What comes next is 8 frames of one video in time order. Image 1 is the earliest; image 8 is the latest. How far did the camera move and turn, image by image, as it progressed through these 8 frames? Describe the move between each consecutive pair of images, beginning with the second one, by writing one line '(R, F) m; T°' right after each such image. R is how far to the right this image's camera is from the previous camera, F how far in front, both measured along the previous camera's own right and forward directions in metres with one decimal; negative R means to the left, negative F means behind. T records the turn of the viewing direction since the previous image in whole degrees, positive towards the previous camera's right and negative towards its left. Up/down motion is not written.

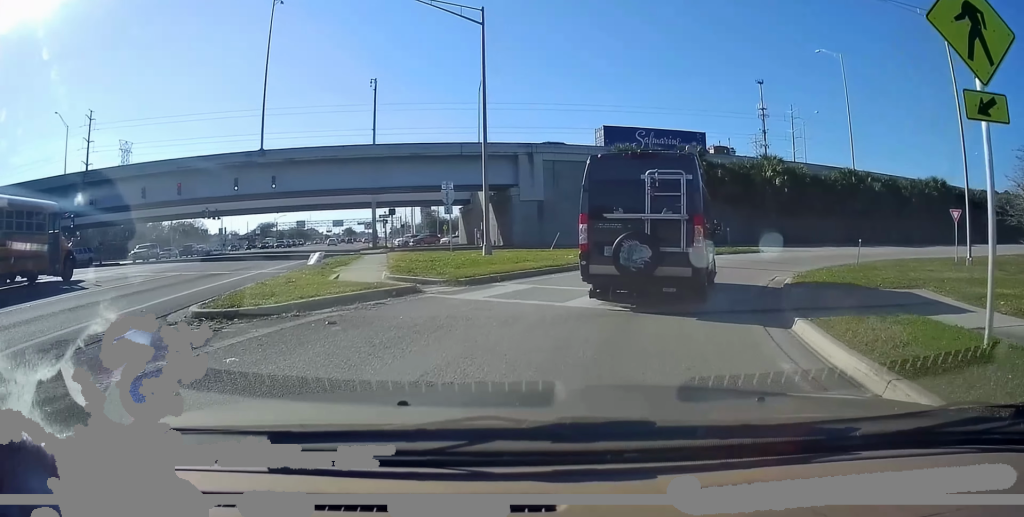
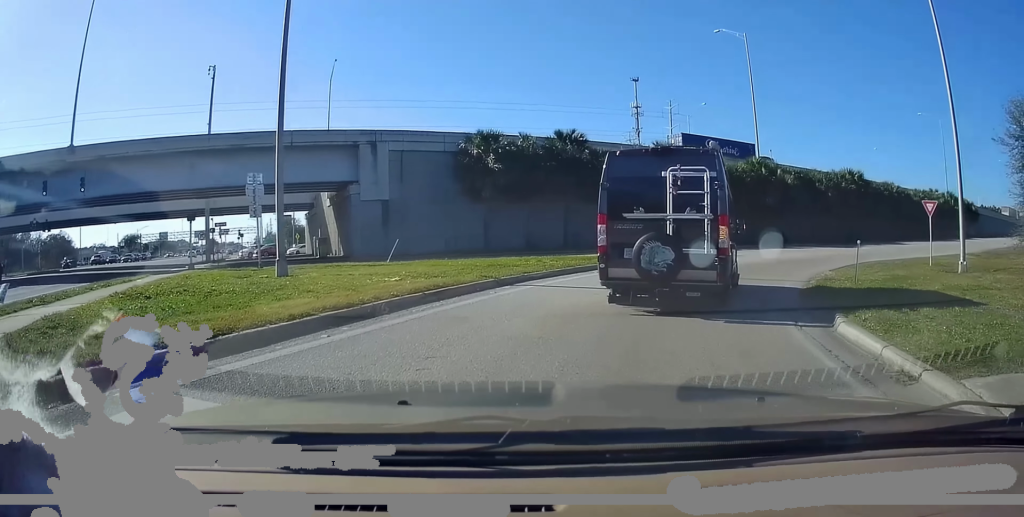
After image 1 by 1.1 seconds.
(+1.0, +9.3) m; +14°
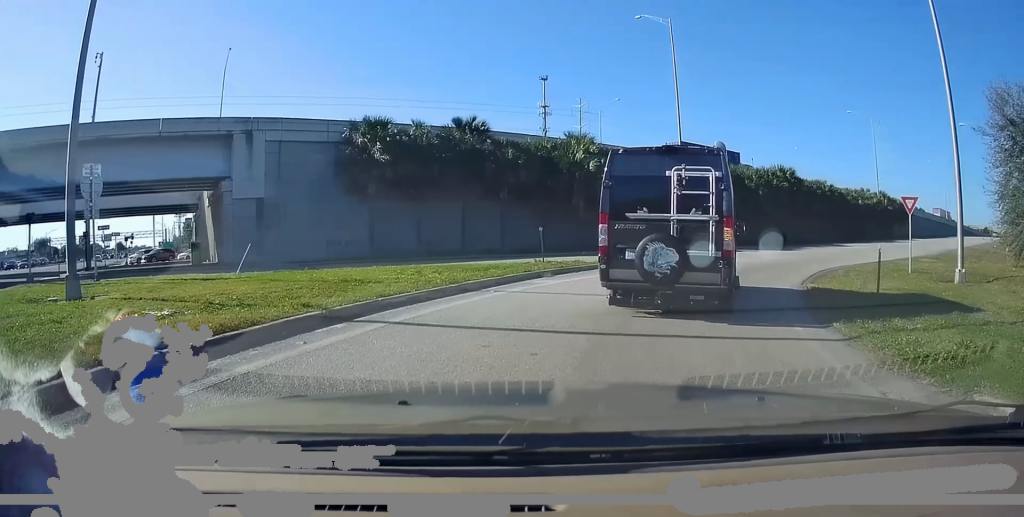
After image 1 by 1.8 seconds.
(+0.3, +5.5) m; +10°
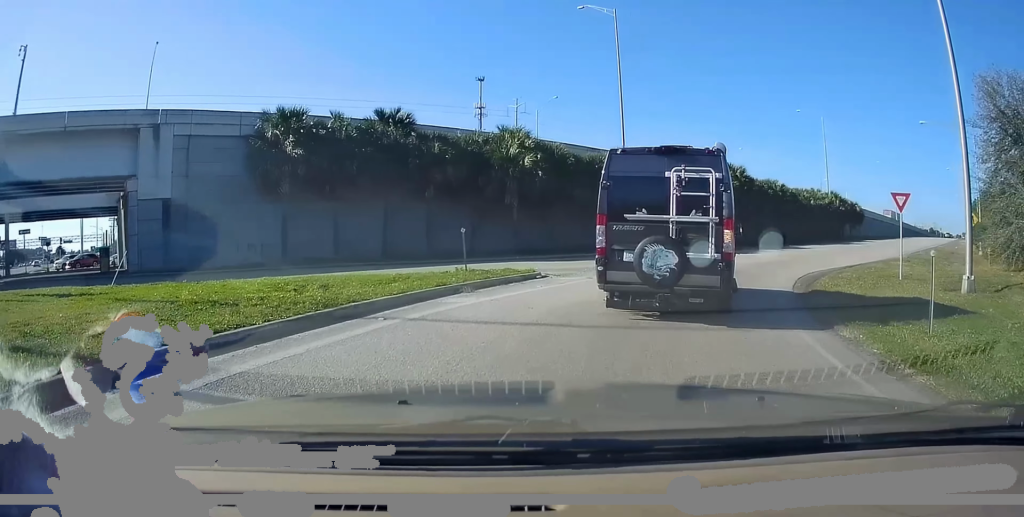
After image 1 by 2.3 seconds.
(+0.4, +3.6) m; +5°
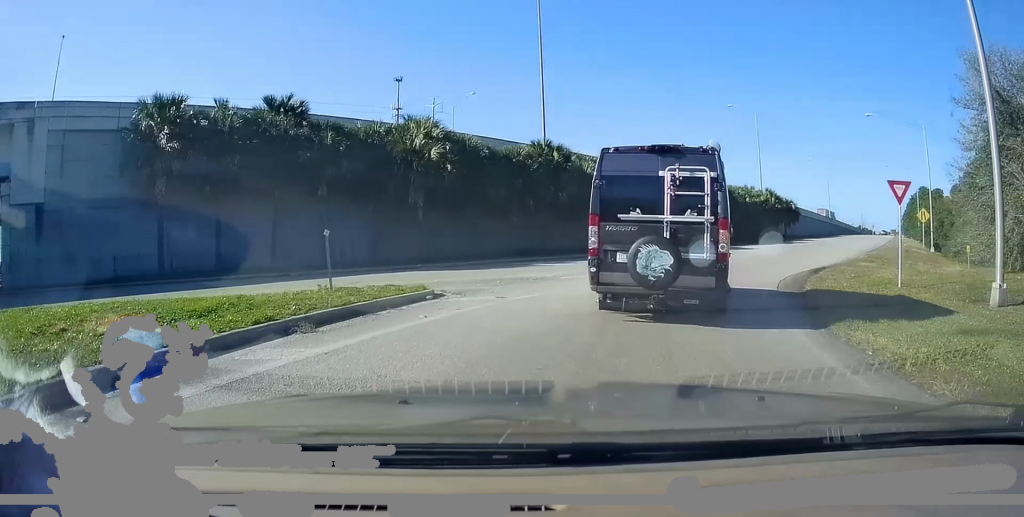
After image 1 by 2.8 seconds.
(+0.2, +4.5) m; +6°
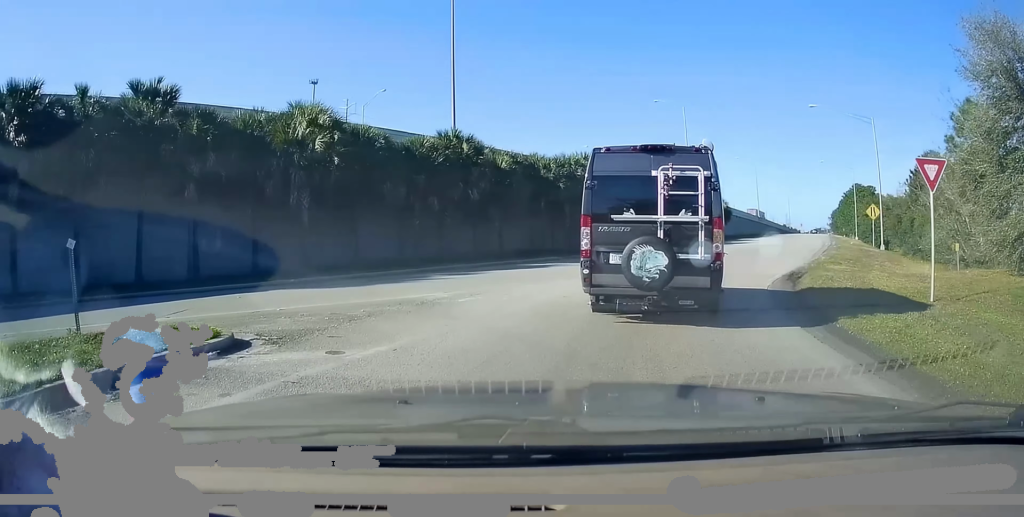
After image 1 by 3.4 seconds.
(+0.3, +5.0) m; +8°
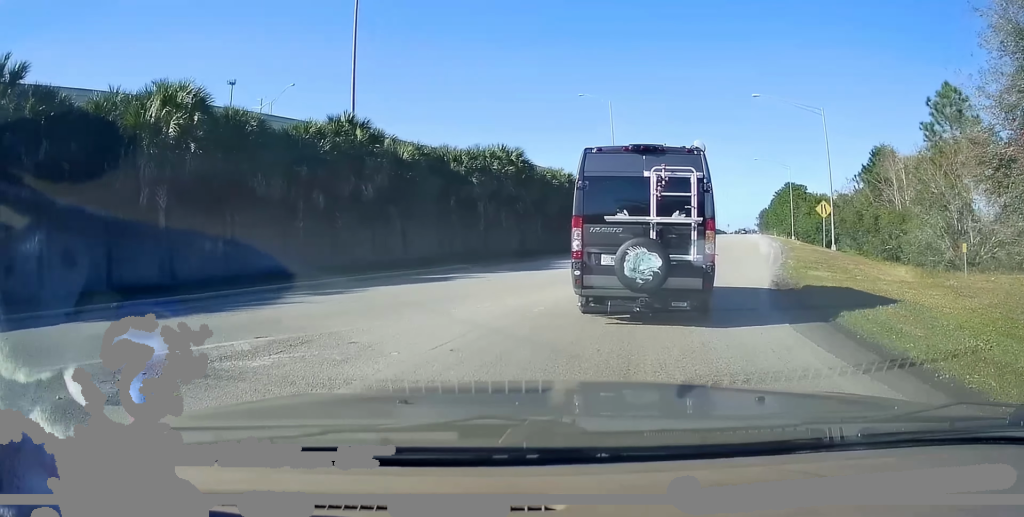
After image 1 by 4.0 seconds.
(+0.1, +5.2) m; +9°
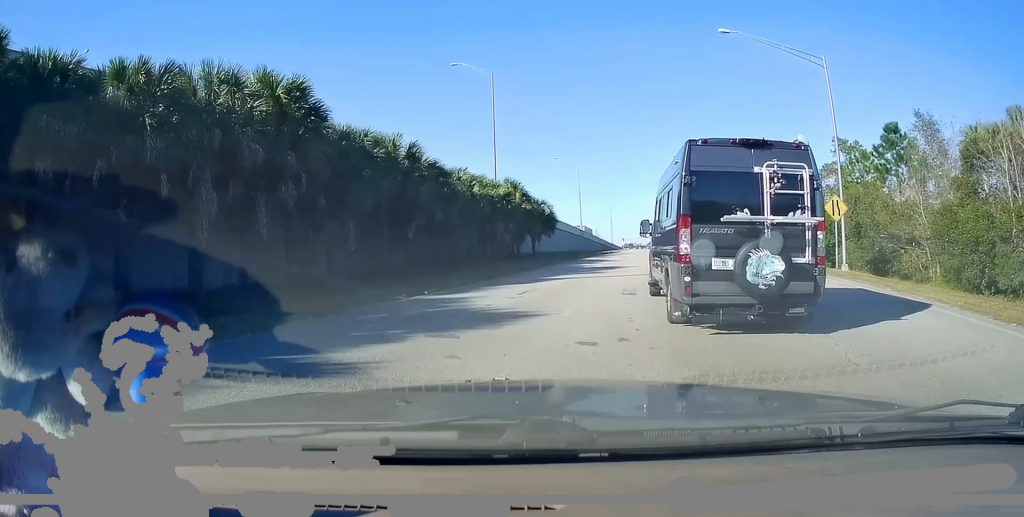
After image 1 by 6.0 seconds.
(+4.6, +20.0) m; +17°
